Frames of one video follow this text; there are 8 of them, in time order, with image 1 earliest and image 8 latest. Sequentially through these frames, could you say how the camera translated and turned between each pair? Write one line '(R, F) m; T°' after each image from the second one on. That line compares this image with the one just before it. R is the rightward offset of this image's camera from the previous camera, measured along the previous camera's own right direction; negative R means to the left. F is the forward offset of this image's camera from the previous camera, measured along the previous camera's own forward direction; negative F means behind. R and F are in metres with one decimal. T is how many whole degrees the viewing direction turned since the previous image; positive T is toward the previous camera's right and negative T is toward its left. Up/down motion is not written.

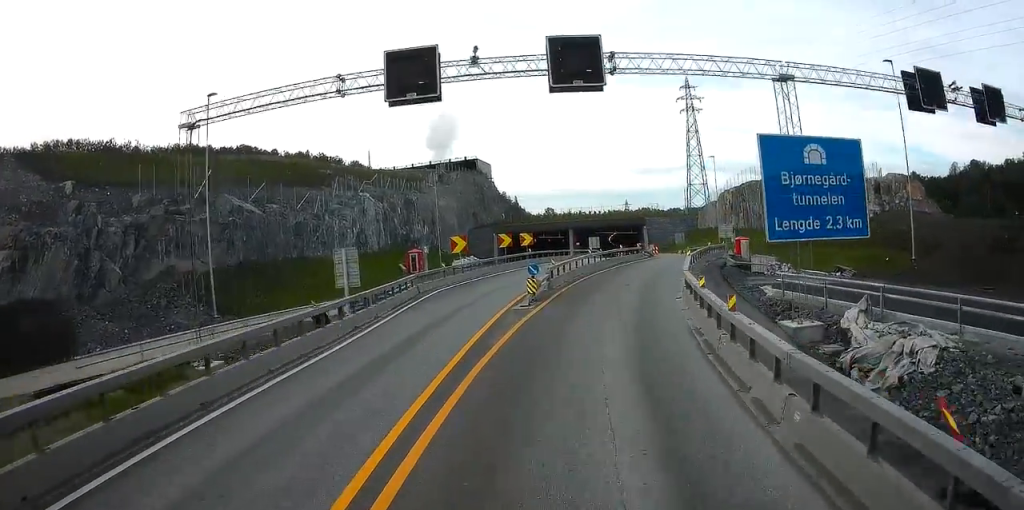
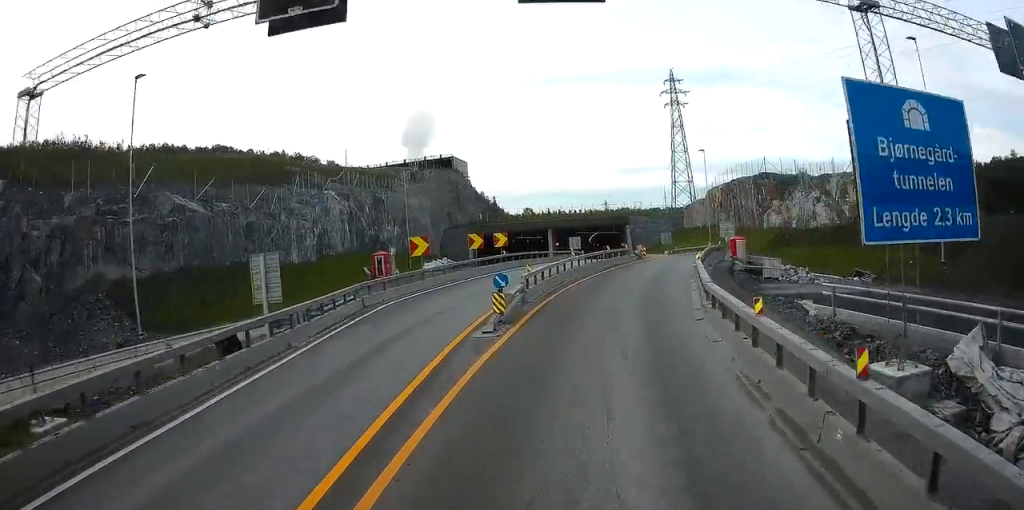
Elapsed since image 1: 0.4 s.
(0.0, +5.1) m; +2°
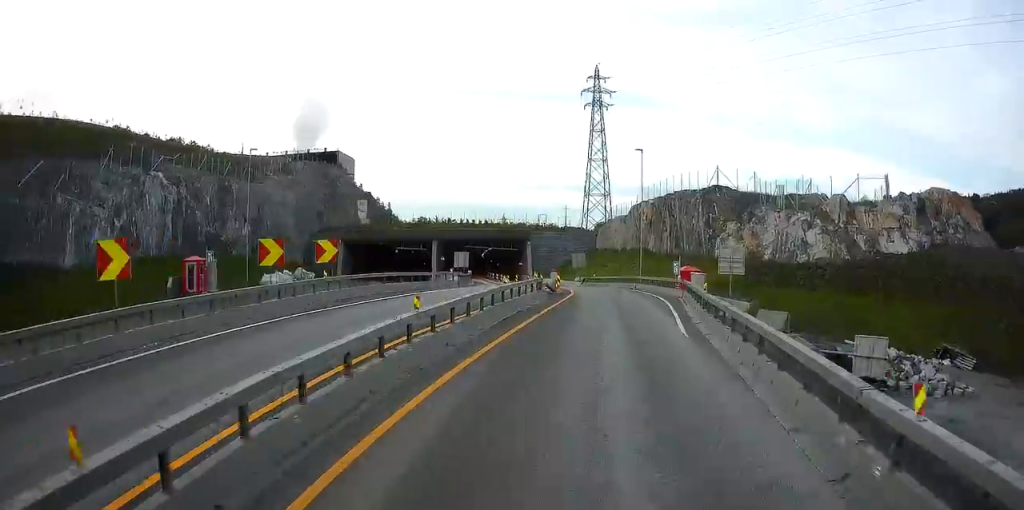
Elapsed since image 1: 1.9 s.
(+1.2, +16.5) m; +10°
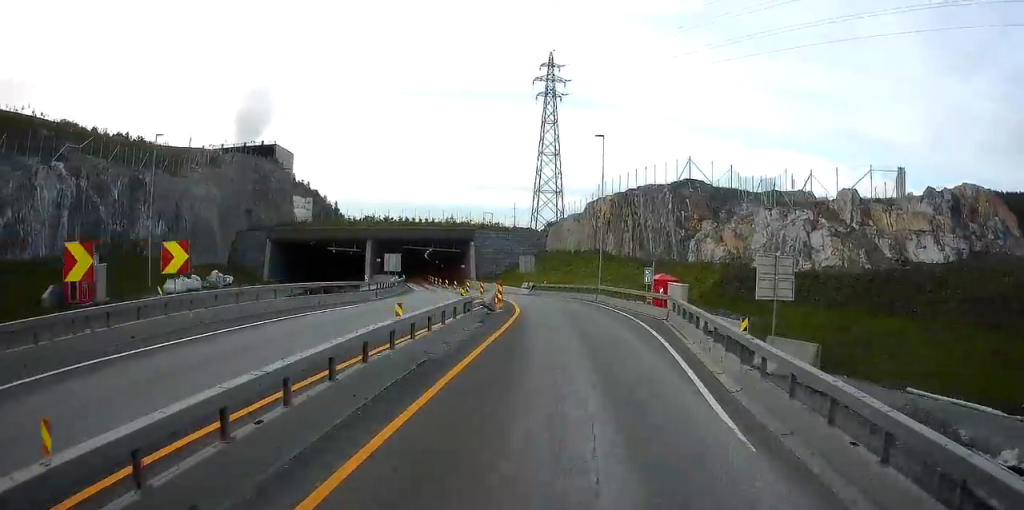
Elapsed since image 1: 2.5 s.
(+0.4, +7.6) m; +3°
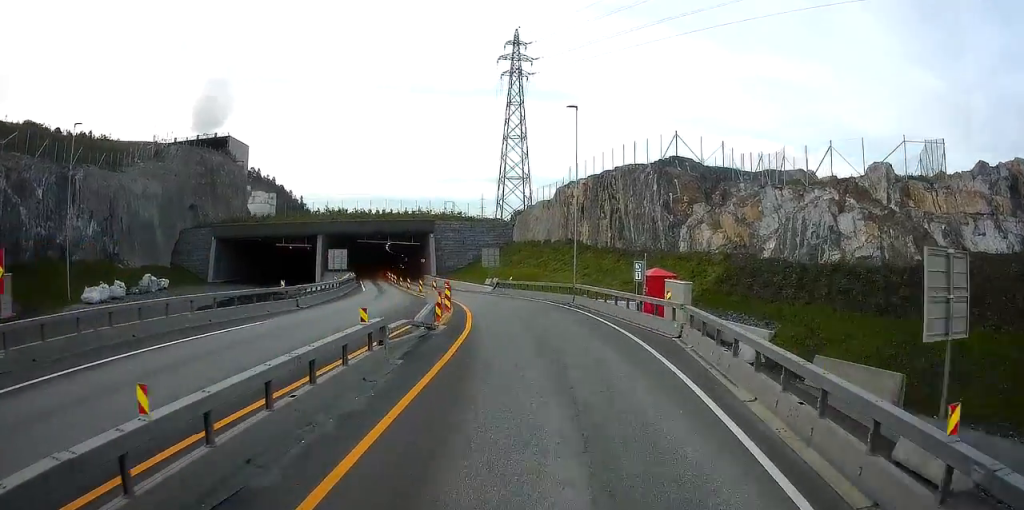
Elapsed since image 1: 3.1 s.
(+0.1, +6.4) m; +1°
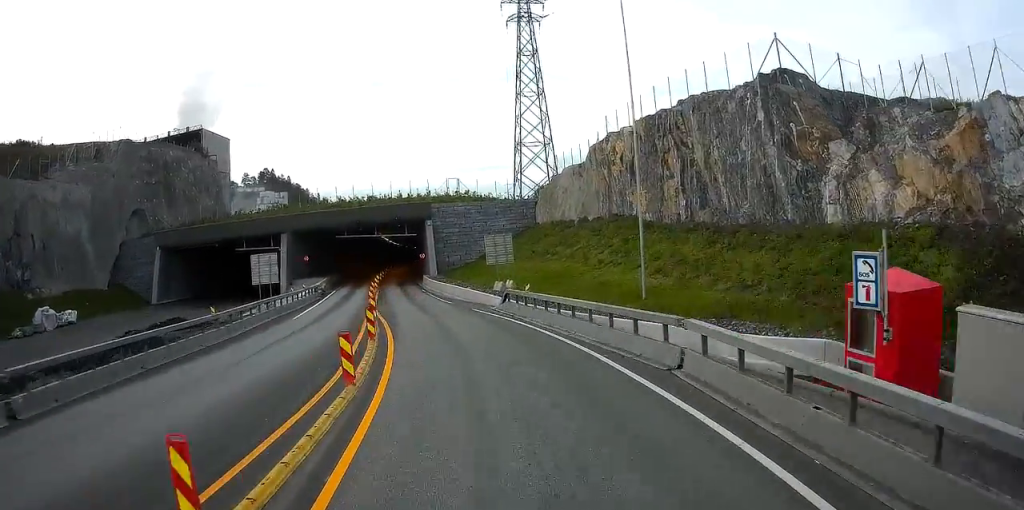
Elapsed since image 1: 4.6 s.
(-0.1, +16.2) m; -3°
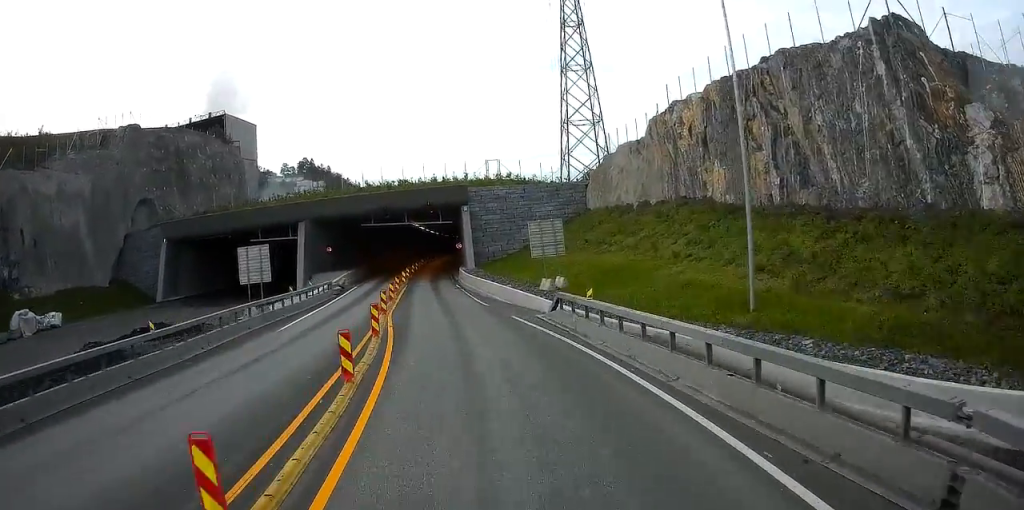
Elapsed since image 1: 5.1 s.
(-0.1, +5.9) m; -2°
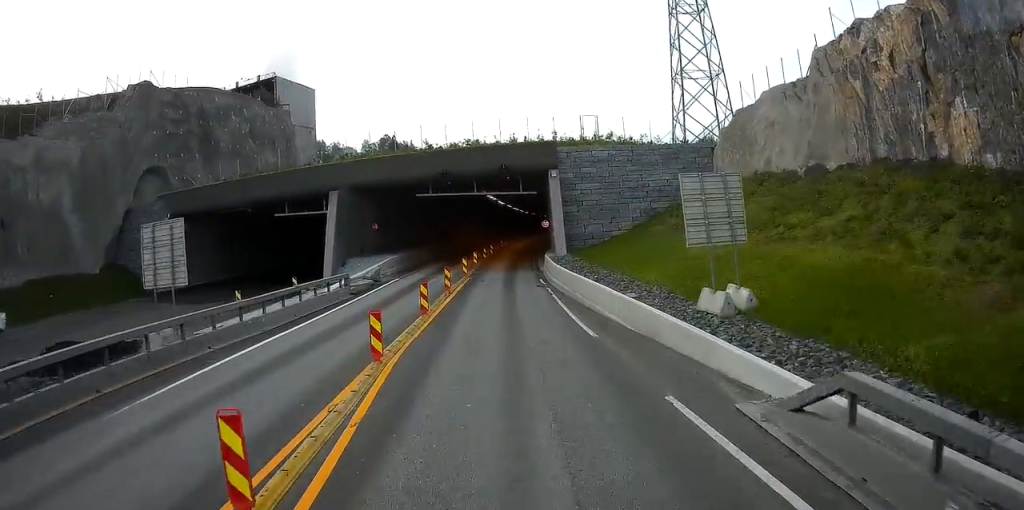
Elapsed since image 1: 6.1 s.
(-0.5, +11.8) m; -5°
